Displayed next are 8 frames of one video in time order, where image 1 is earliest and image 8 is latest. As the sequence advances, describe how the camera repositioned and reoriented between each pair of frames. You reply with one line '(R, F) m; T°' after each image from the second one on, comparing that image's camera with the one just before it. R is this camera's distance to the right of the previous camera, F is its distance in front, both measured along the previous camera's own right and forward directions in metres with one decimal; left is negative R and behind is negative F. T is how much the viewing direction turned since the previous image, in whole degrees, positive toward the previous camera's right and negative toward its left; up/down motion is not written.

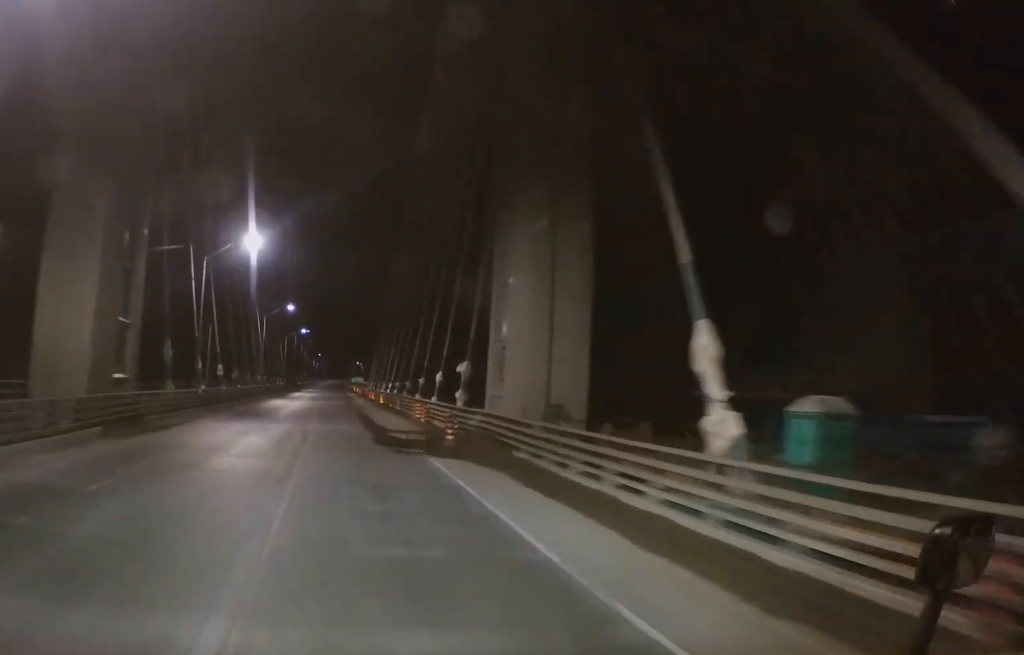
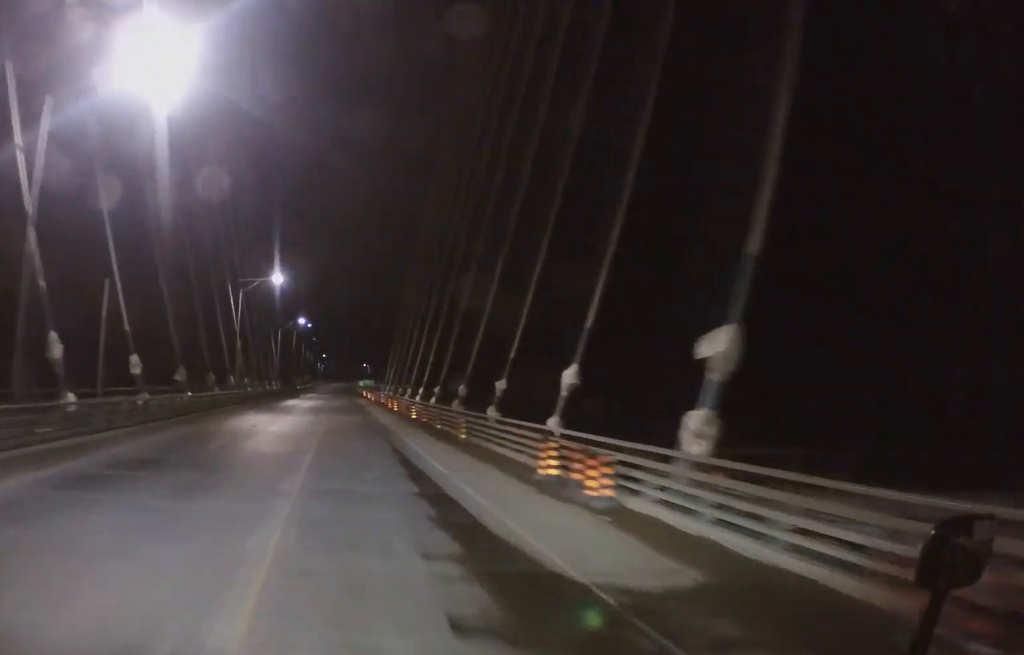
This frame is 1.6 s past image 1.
(+0.2, +27.4) m; 0°
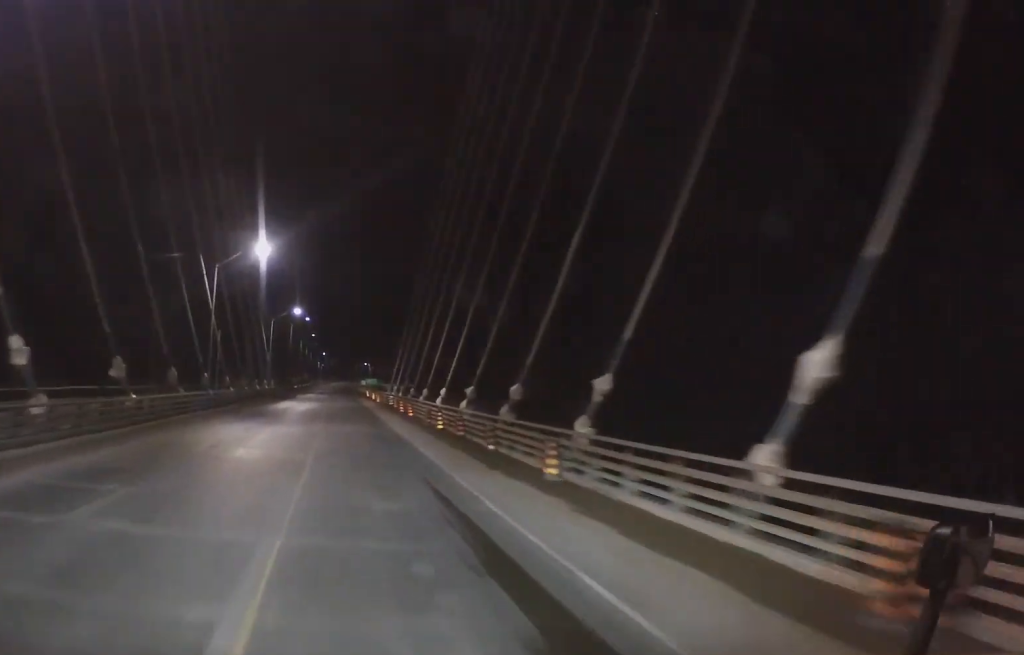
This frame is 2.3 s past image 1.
(0.0, +12.7) m; -1°
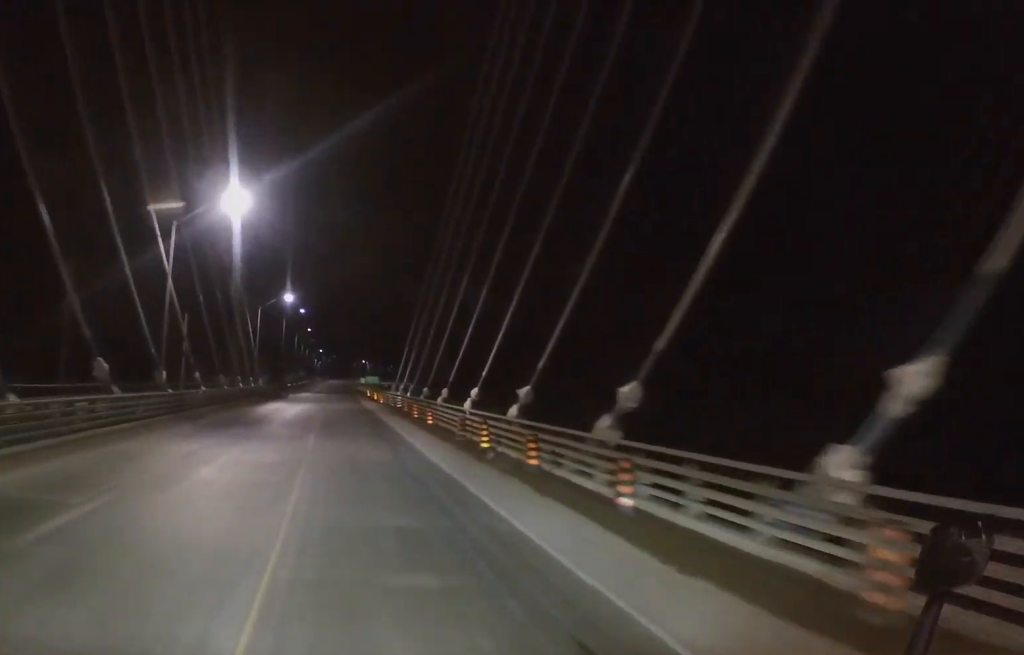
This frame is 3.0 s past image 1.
(-0.1, +12.1) m; -1°
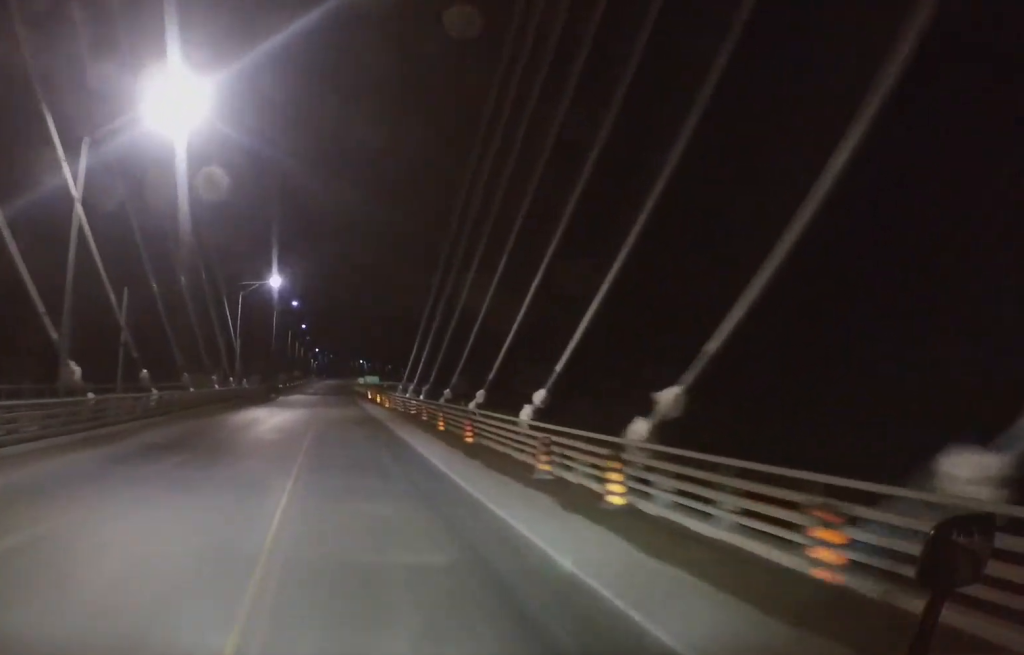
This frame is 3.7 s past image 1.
(-0.2, +12.8) m; 0°
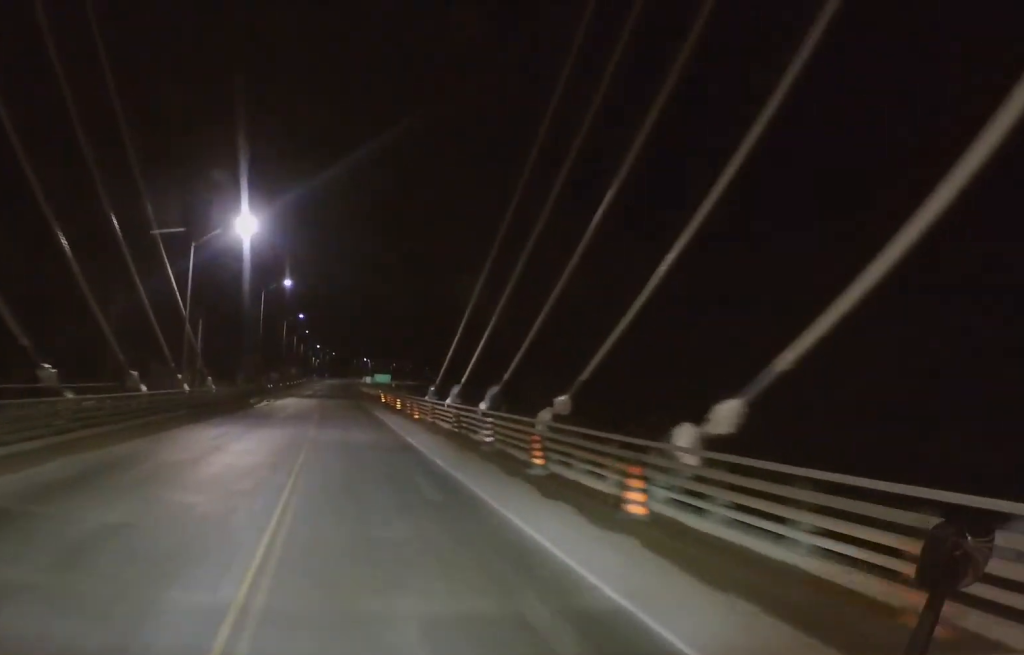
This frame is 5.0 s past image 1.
(+0.4, +23.0) m; +1°
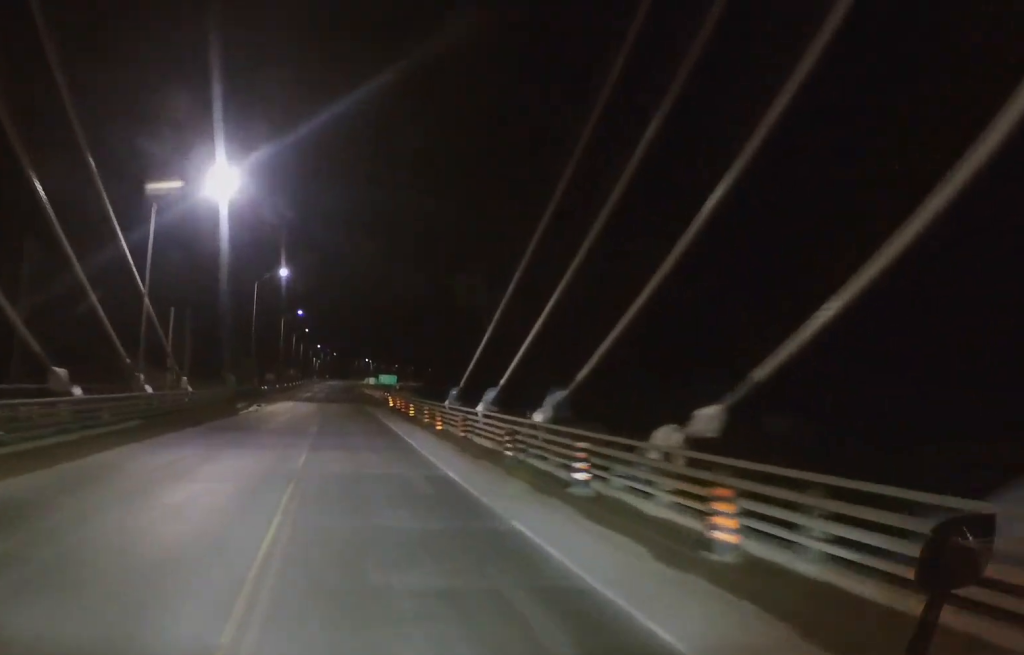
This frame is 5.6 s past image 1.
(0.0, +9.5) m; 0°
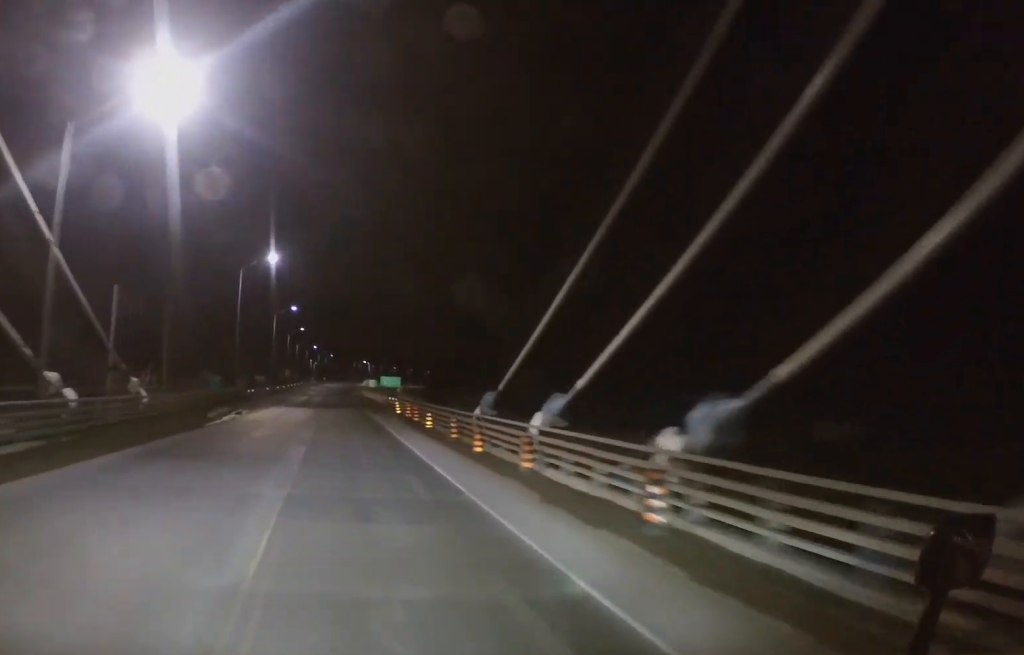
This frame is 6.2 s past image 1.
(0.0, +10.7) m; 0°
